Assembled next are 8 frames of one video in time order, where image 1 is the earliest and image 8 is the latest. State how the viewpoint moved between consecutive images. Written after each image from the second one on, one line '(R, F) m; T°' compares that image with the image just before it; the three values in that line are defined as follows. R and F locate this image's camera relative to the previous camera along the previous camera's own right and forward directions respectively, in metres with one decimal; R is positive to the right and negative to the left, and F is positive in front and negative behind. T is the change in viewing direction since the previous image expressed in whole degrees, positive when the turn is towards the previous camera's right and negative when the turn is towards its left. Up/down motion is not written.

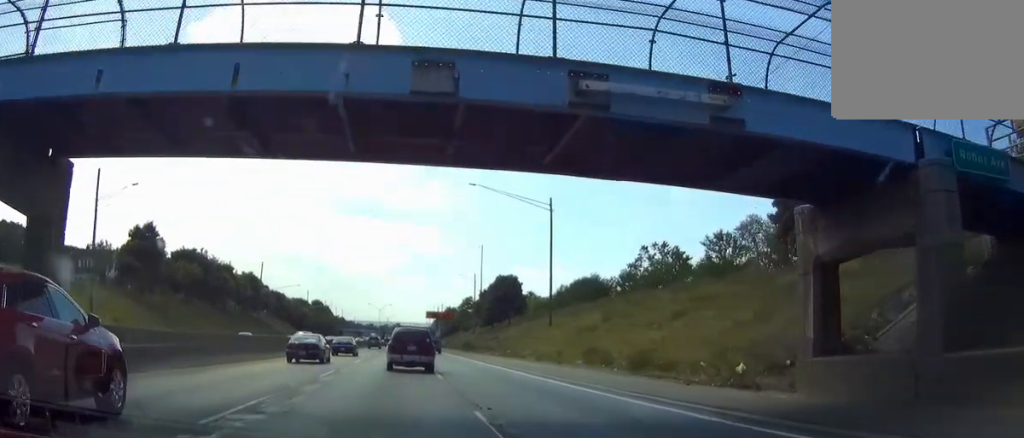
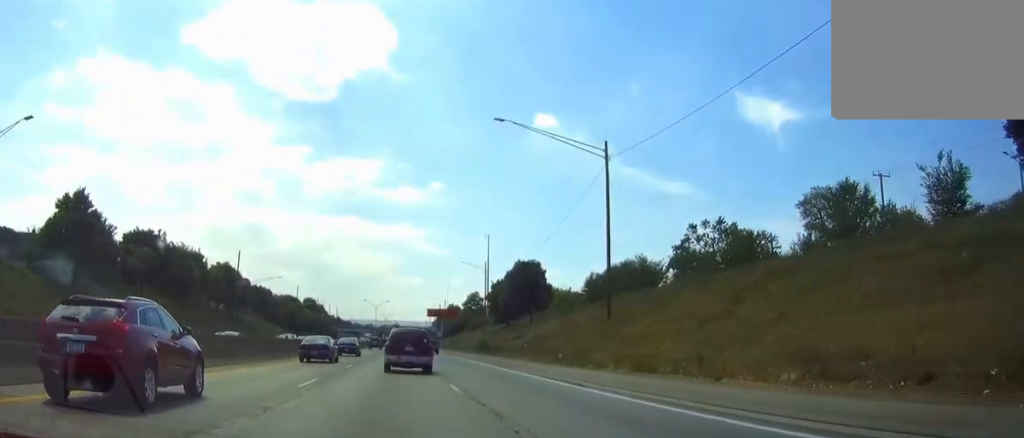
(+0.1, +20.8) m; +1°
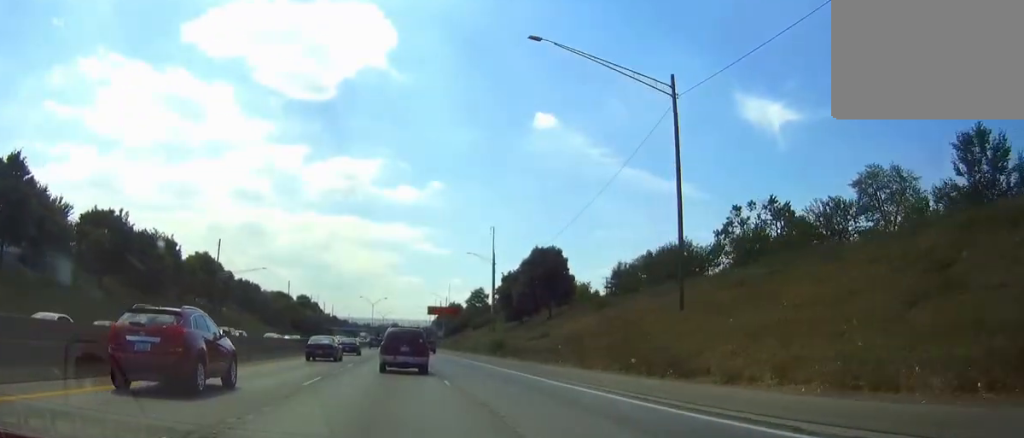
(+0.2, +13.7) m; 0°
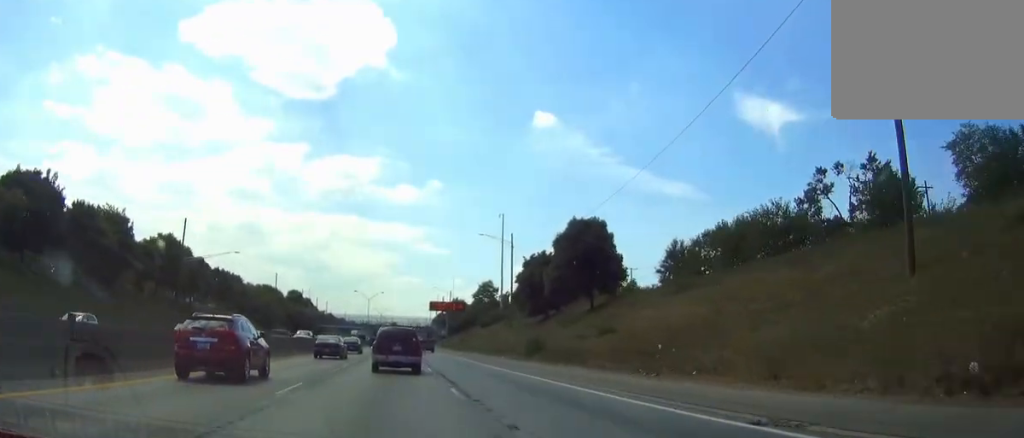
(-0.2, +19.1) m; 0°
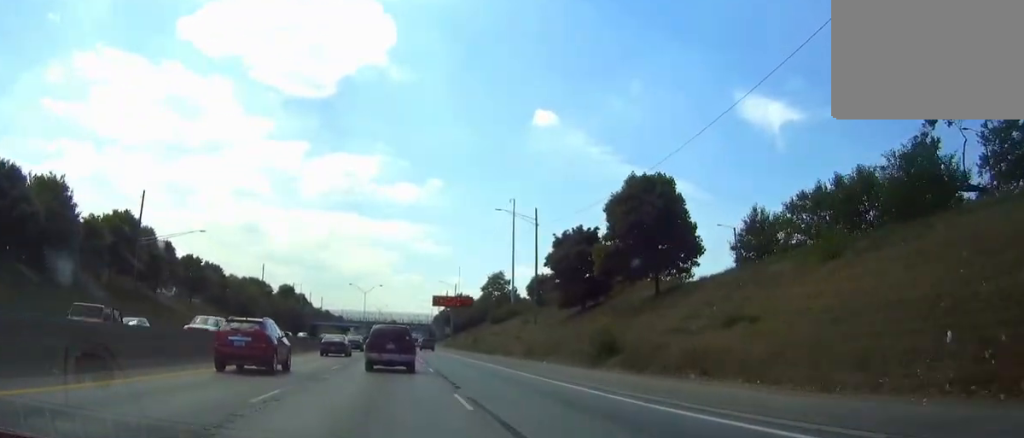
(0.0, +17.2) m; +1°
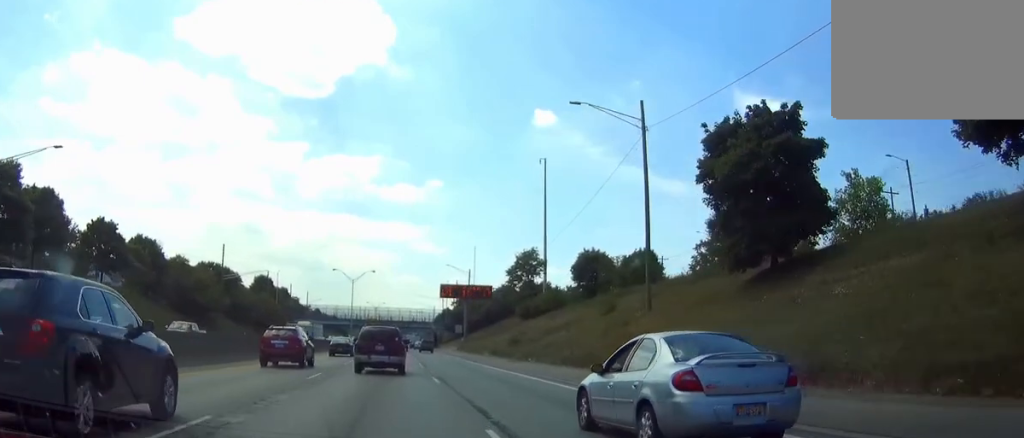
(+0.3, +36.5) m; 0°
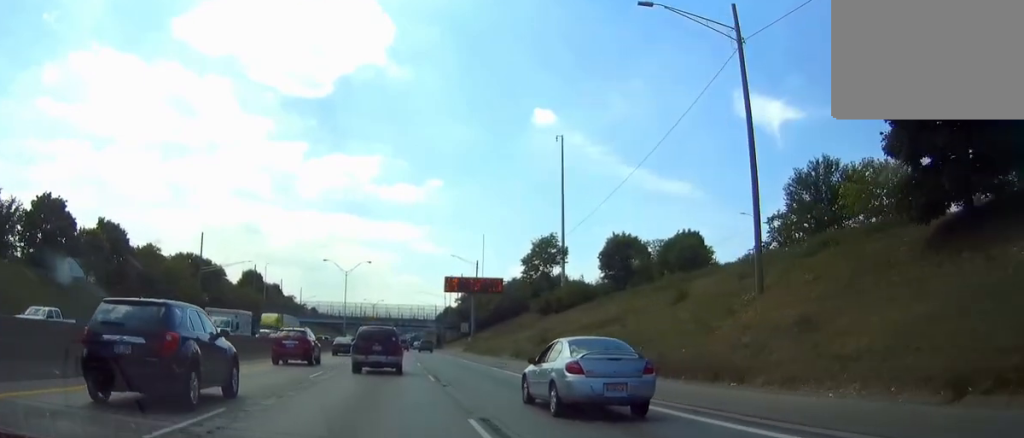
(0.0, +13.9) m; 0°
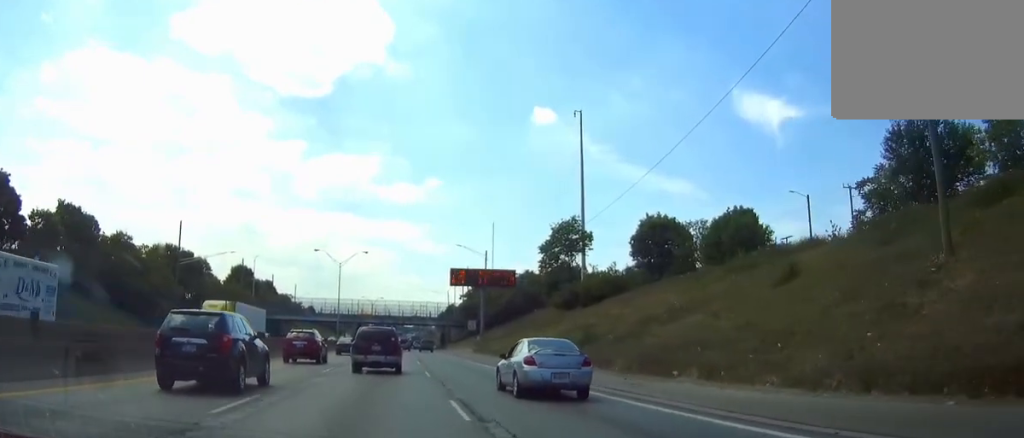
(0.0, +11.6) m; 0°
